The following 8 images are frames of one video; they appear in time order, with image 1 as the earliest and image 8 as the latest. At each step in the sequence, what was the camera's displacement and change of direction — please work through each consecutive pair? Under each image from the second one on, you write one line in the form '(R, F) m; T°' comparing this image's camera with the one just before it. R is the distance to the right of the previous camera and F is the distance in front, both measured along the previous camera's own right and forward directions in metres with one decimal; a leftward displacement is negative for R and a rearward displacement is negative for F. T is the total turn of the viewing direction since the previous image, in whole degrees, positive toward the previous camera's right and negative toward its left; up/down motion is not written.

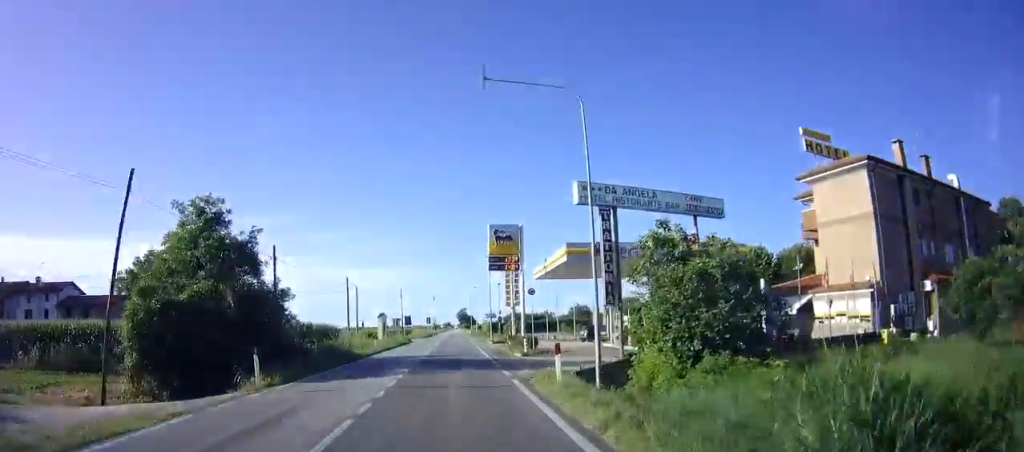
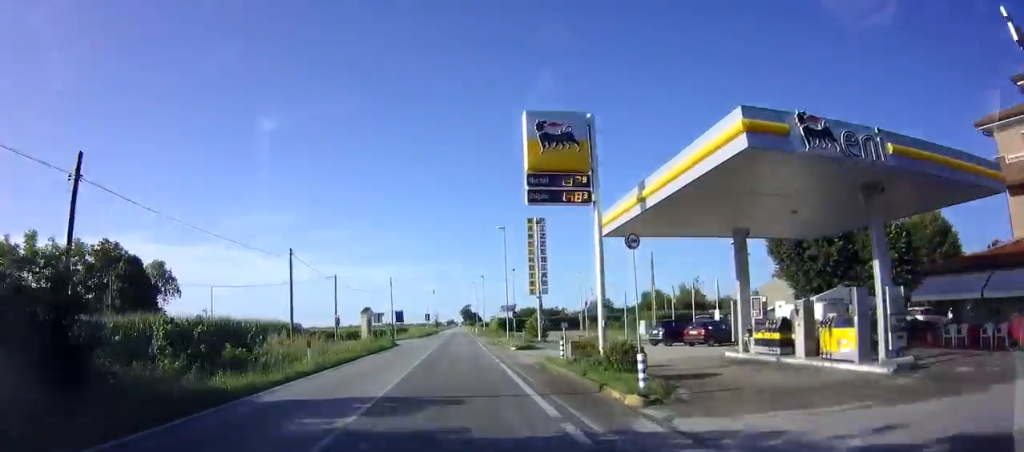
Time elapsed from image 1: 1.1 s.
(0.0, +17.1) m; 0°
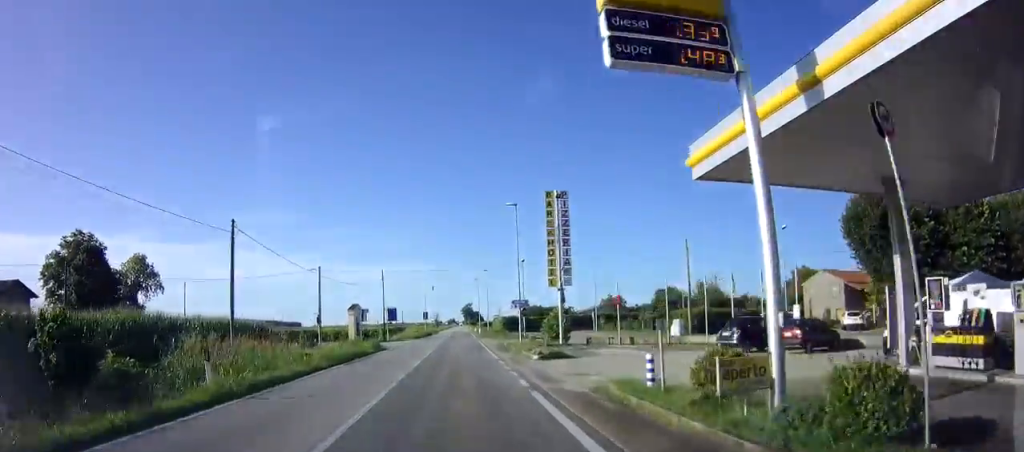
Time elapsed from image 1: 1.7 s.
(0.0, +8.3) m; 0°
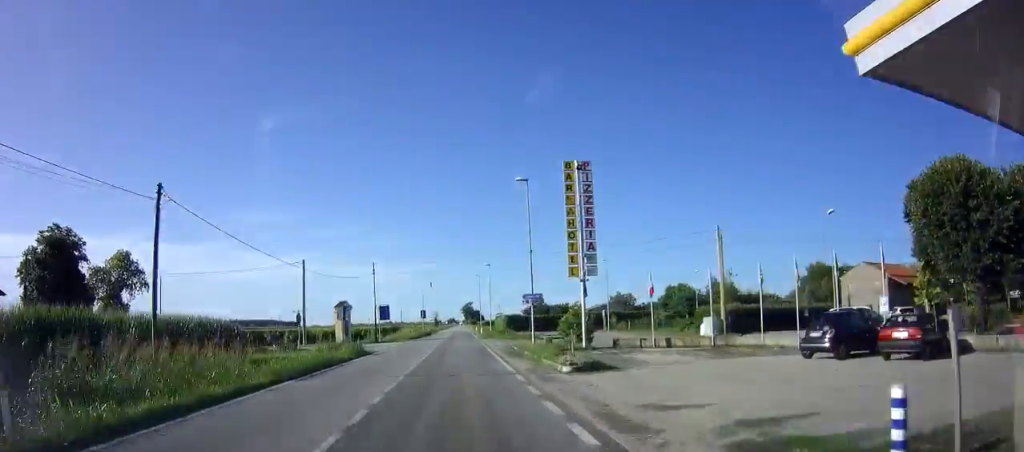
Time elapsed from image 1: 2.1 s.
(0.0, +6.2) m; 0°
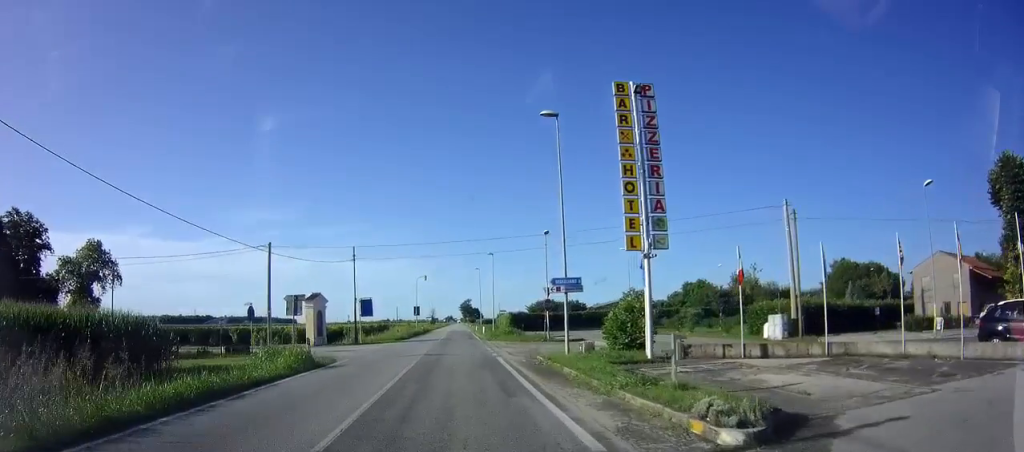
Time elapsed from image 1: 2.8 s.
(0.0, +9.5) m; 0°
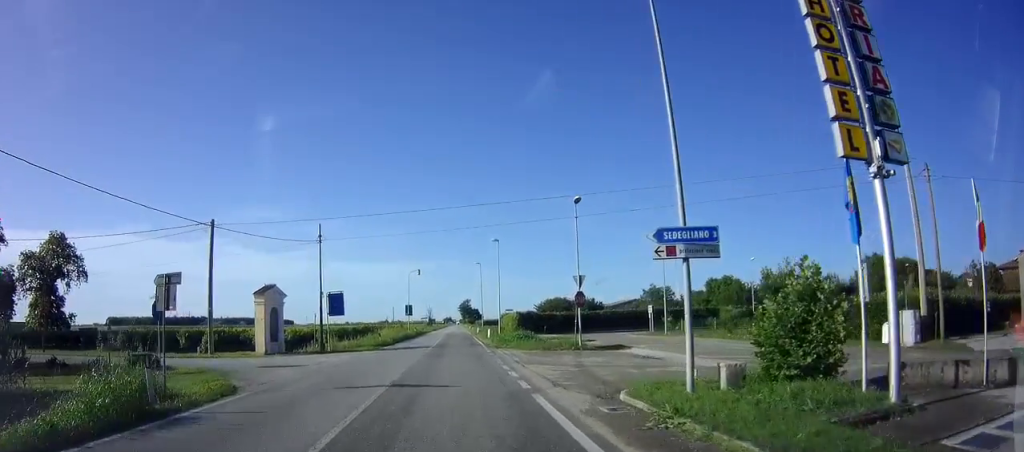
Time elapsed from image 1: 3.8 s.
(0.0, +11.3) m; -1°
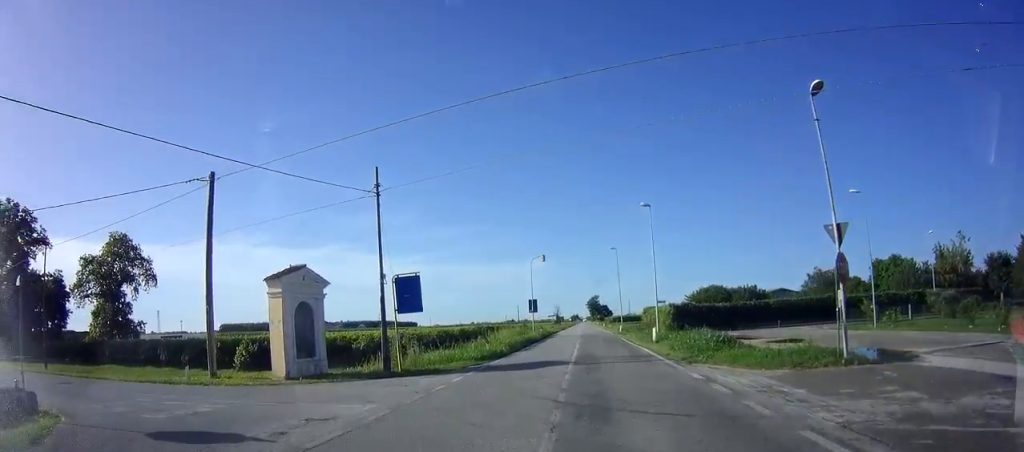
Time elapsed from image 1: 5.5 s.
(-1.1, +13.9) m; -17°
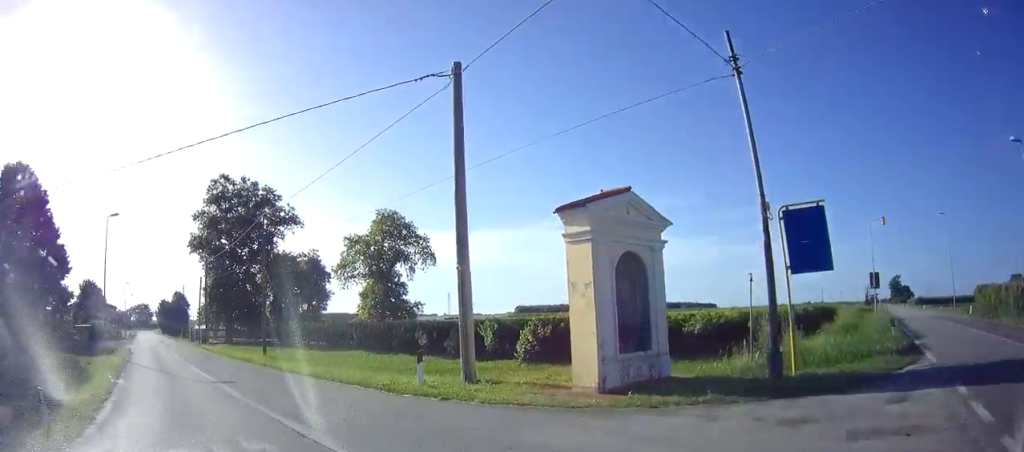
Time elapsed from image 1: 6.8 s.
(-2.0, +8.5) m; -31°
